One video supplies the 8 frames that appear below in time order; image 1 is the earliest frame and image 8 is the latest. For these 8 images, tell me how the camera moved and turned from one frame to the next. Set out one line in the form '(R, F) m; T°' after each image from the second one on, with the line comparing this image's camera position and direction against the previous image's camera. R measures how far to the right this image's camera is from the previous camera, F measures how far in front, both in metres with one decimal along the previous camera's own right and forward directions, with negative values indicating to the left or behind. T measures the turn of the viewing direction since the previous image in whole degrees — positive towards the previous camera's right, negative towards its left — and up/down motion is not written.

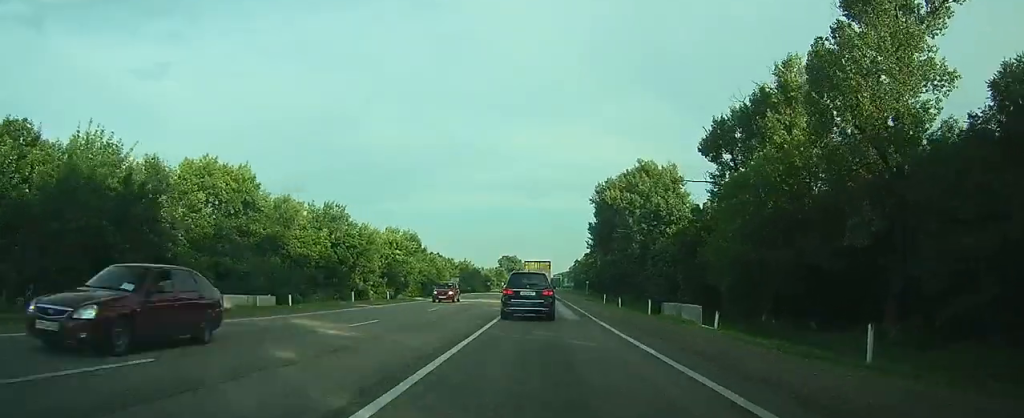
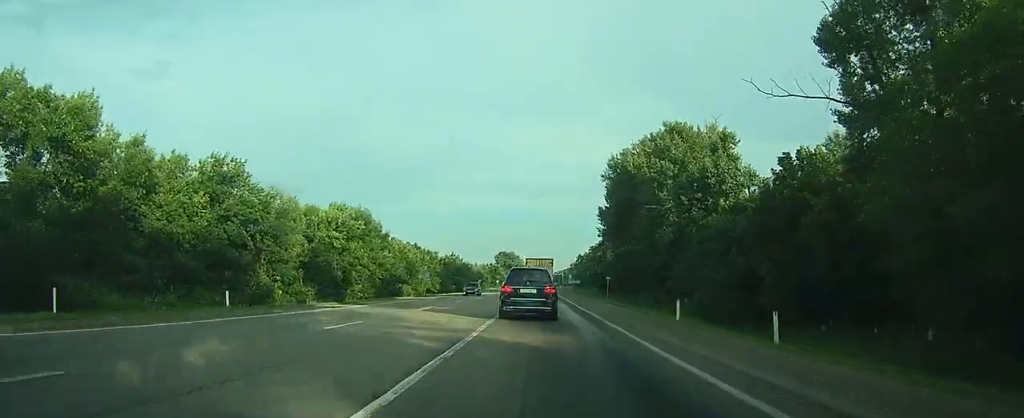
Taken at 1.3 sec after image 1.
(+0.1, +26.7) m; 0°
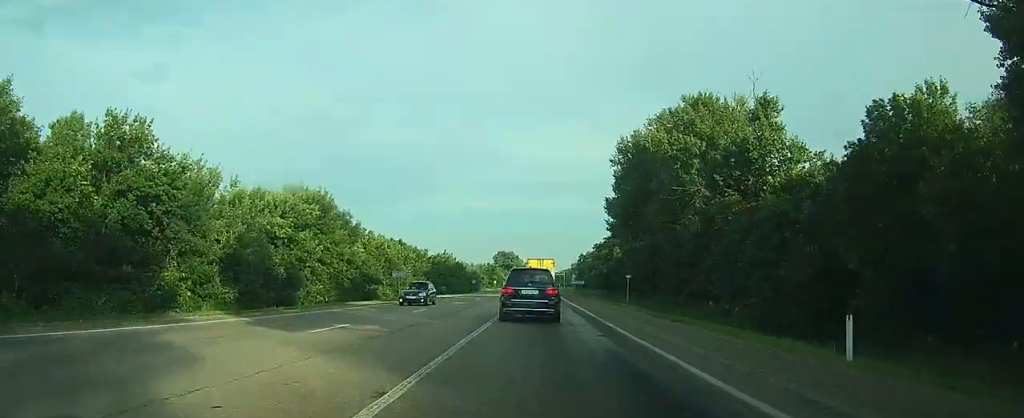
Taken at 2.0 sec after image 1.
(0.0, +13.4) m; 0°
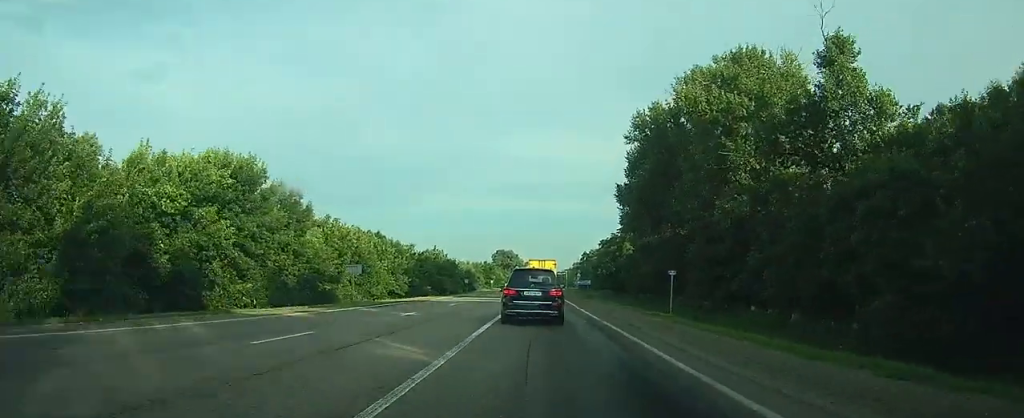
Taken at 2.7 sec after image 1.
(0.0, +15.1) m; 0°
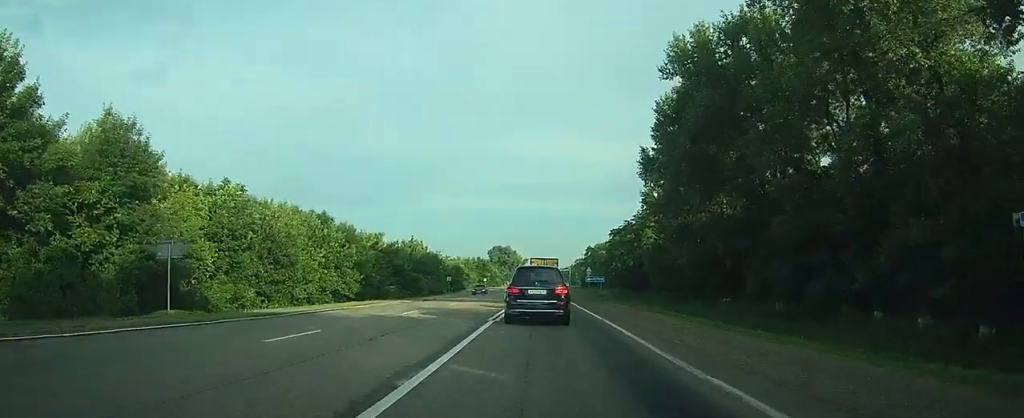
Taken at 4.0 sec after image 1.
(-0.2, +23.1) m; 0°
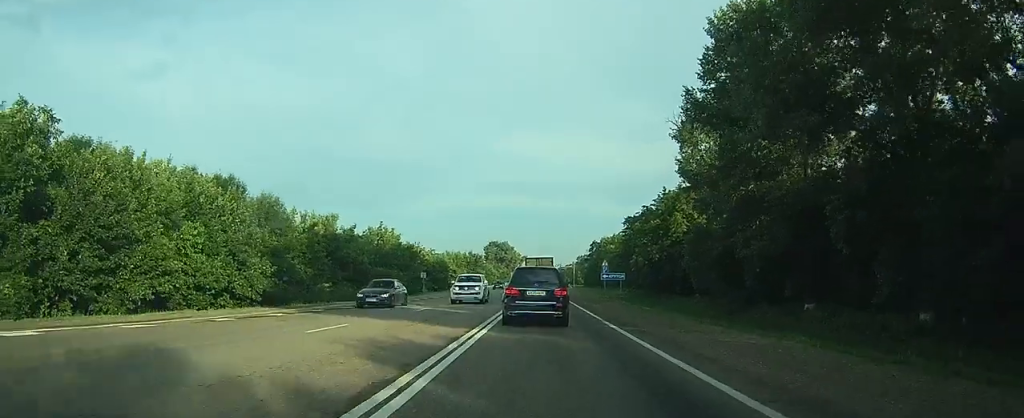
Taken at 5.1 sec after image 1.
(0.0, +20.6) m; 0°
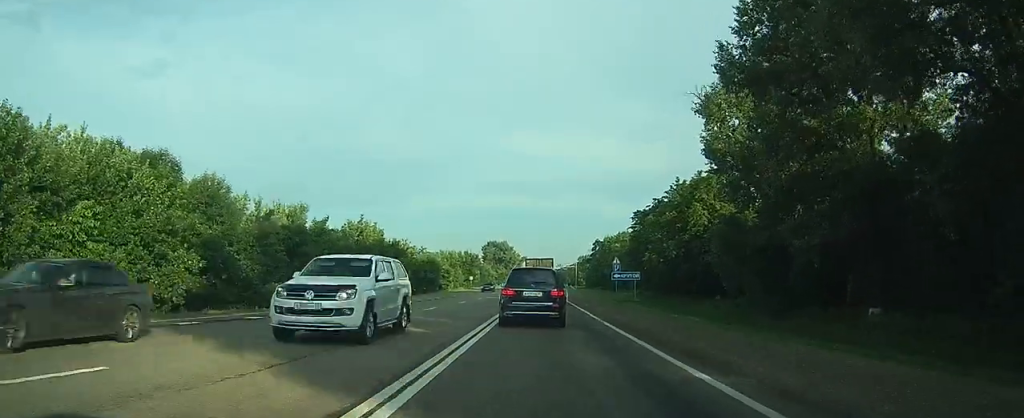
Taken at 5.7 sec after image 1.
(0.0, +9.0) m; 0°
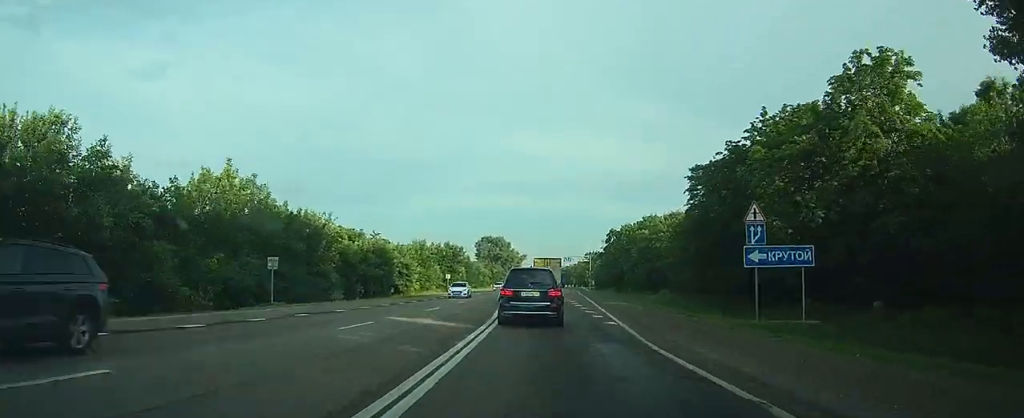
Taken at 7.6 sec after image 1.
(0.0, +31.5) m; 0°
